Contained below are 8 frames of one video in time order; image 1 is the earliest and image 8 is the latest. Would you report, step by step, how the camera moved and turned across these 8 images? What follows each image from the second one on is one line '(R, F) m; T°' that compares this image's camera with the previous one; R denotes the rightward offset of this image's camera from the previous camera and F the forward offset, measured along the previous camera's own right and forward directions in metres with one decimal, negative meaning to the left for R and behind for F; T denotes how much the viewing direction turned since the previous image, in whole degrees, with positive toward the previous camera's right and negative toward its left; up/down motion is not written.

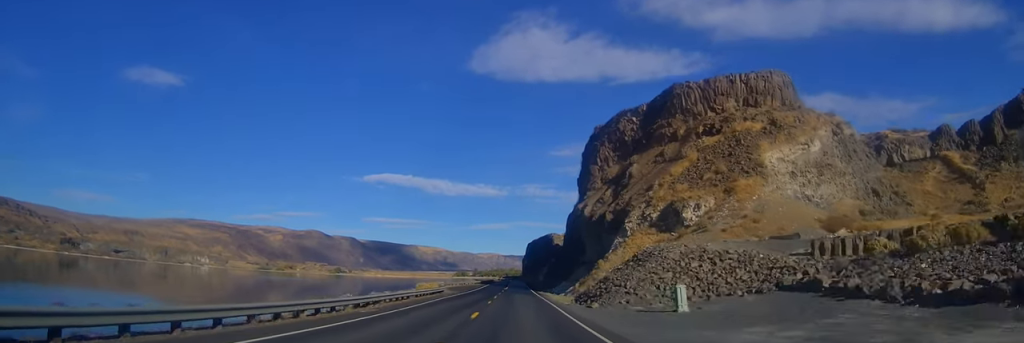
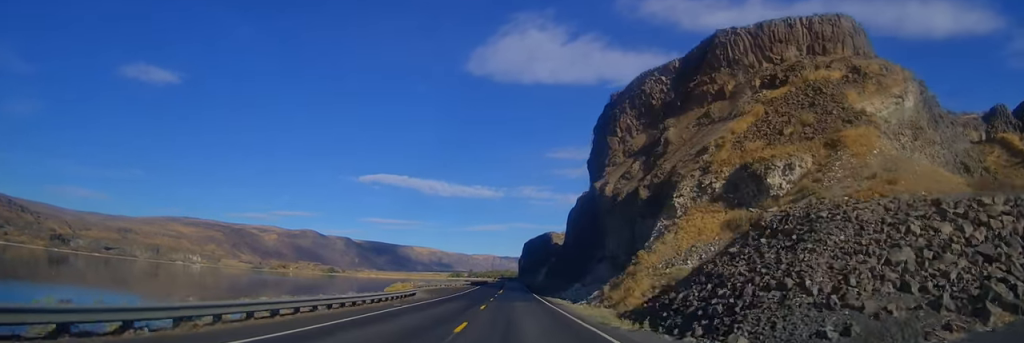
(-0.3, +18.9) m; 0°
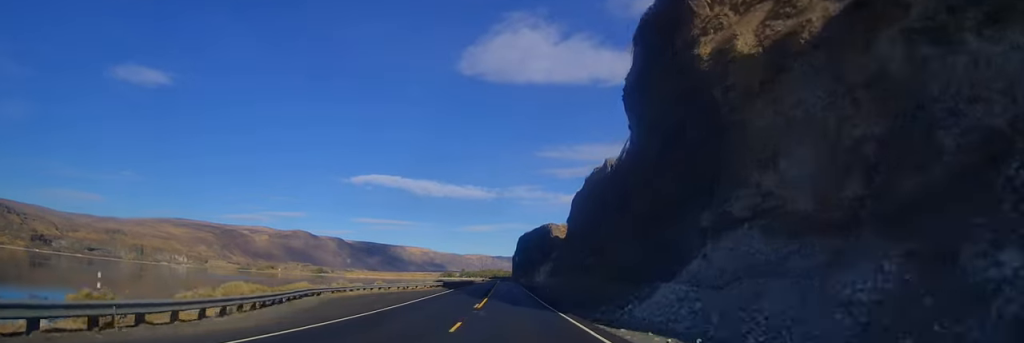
(0.0, +35.8) m; +2°
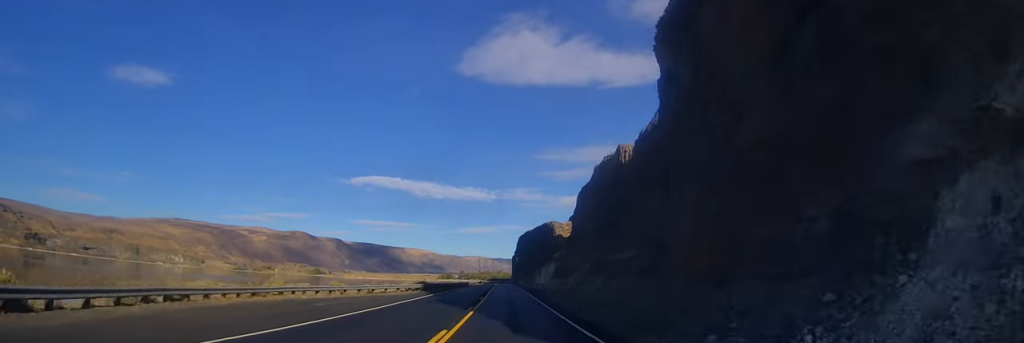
(+0.4, +15.4) m; 0°
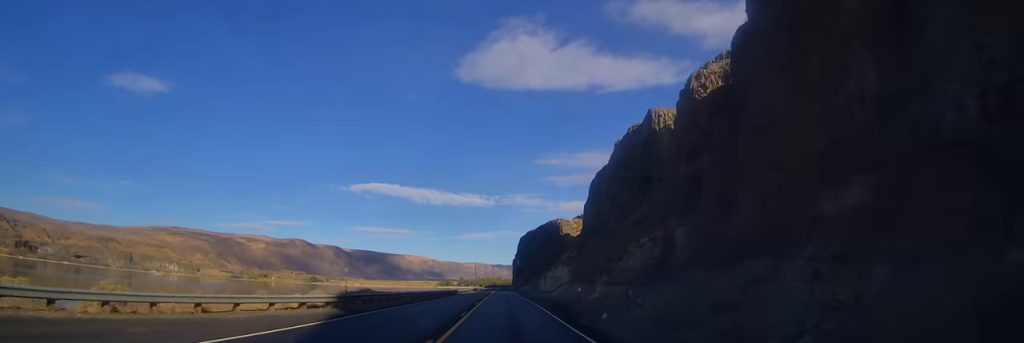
(-0.3, +26.4) m; -1°
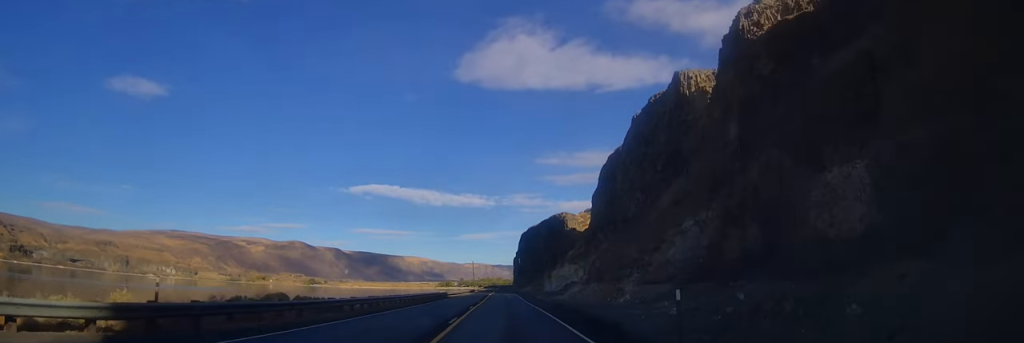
(-0.4, +15.5) m; 0°
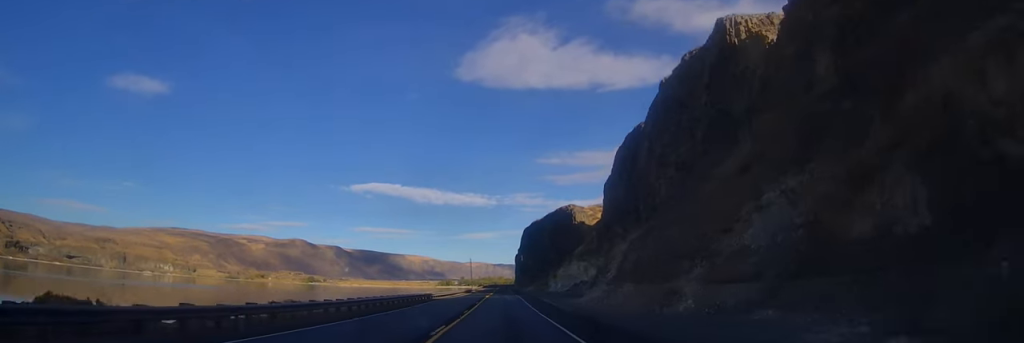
(+0.3, +15.7) m; +1°
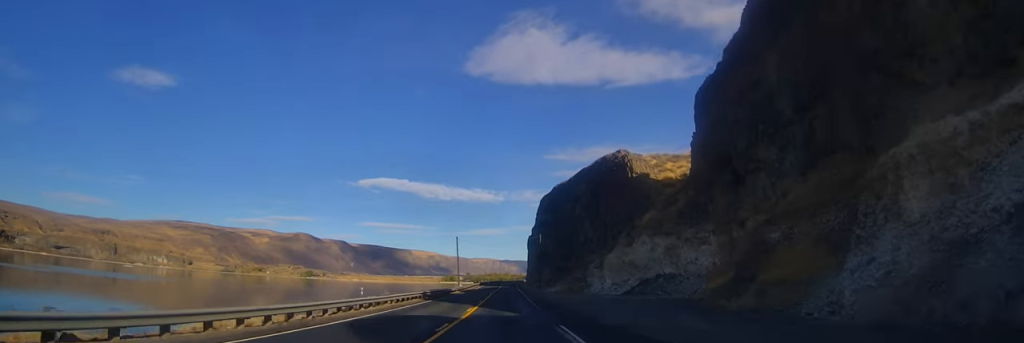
(-0.1, +60.0) m; -1°
